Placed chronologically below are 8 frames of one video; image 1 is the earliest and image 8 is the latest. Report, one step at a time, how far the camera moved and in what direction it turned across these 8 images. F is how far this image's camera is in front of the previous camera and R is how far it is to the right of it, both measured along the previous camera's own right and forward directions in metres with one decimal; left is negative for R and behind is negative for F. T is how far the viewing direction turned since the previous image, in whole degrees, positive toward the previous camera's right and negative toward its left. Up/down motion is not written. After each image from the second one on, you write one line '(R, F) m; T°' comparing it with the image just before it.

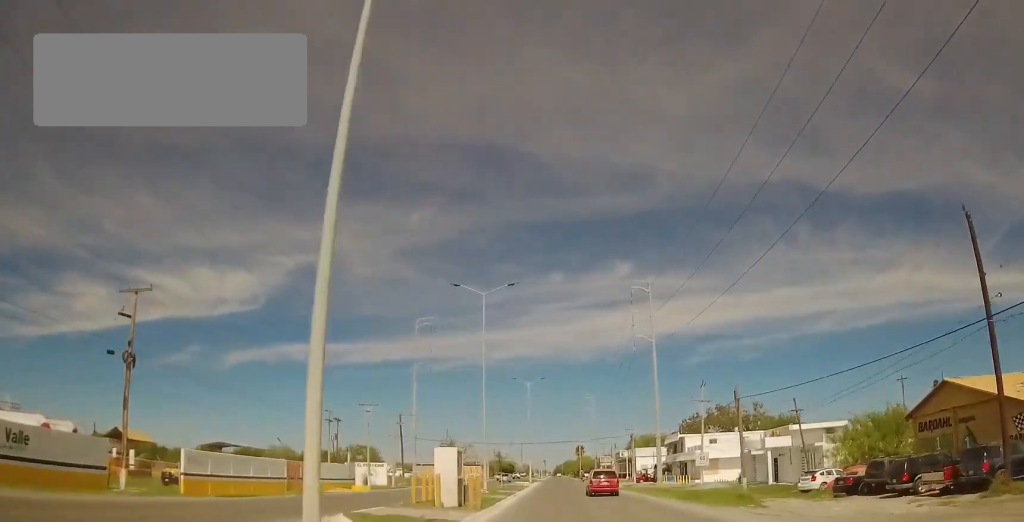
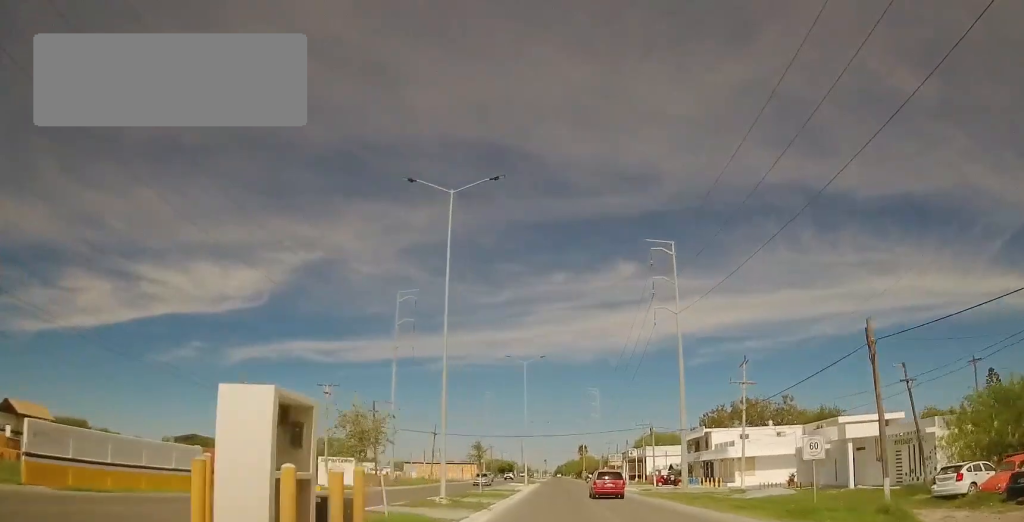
(+0.3, +14.5) m; 0°
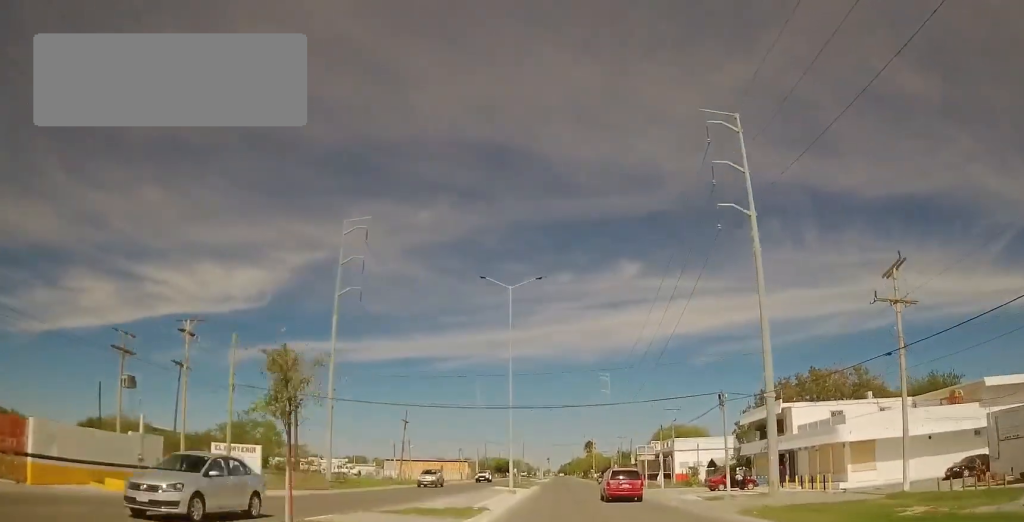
(-0.5, +25.4) m; -1°
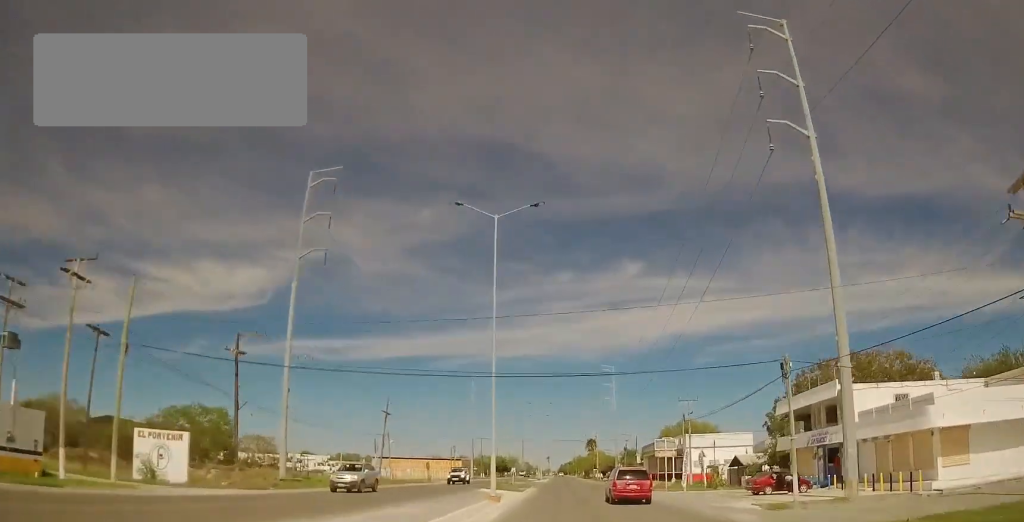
(-0.1, +10.7) m; +1°
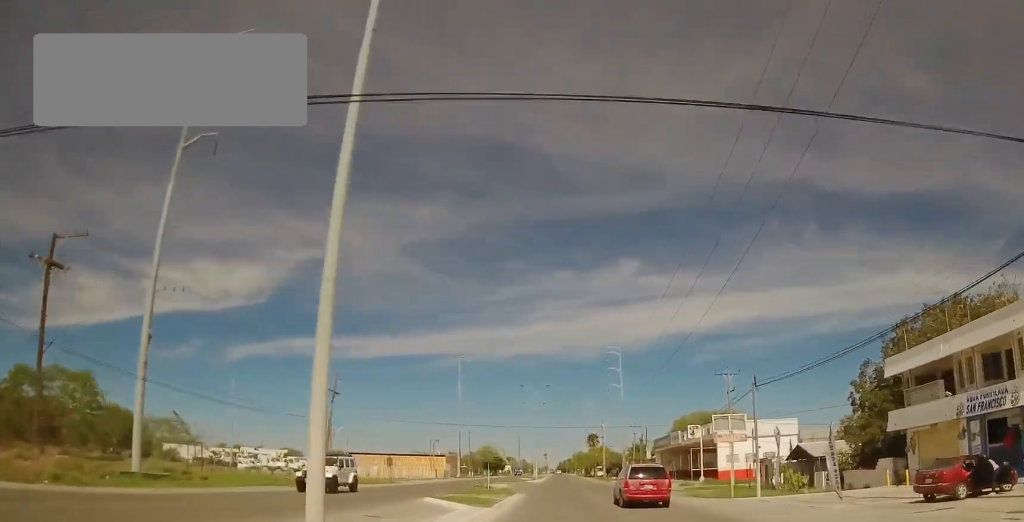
(+0.4, +19.5) m; 0°
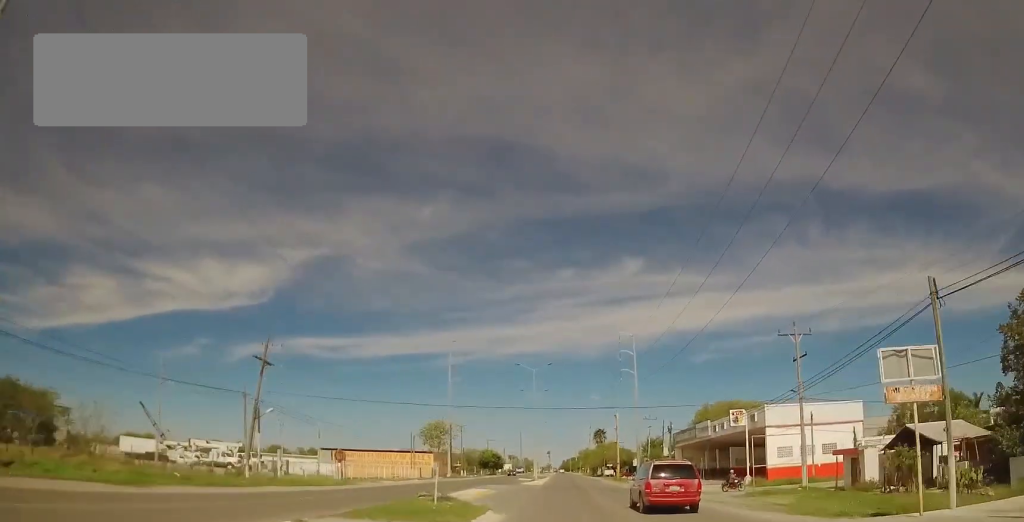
(-0.2, +17.3) m; -1°
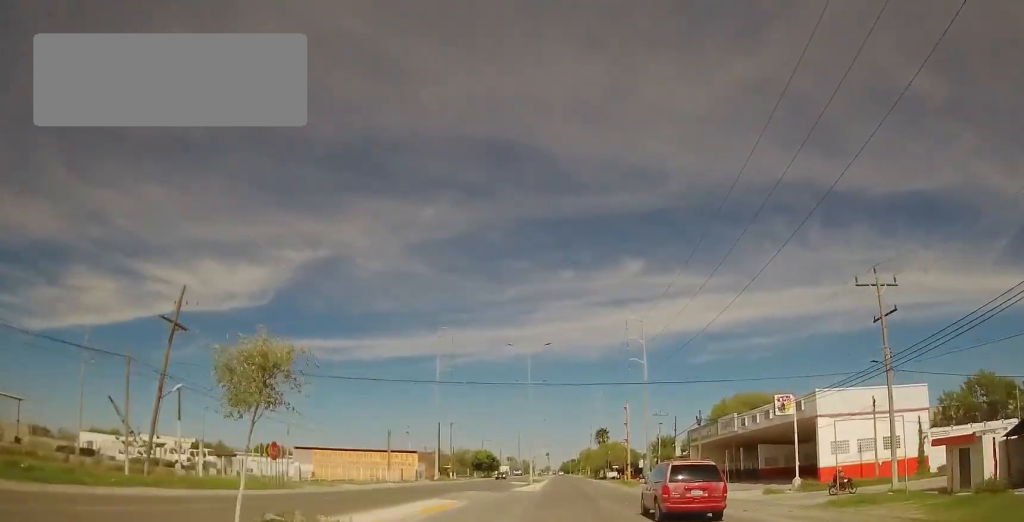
(-0.1, +12.7) m; 0°
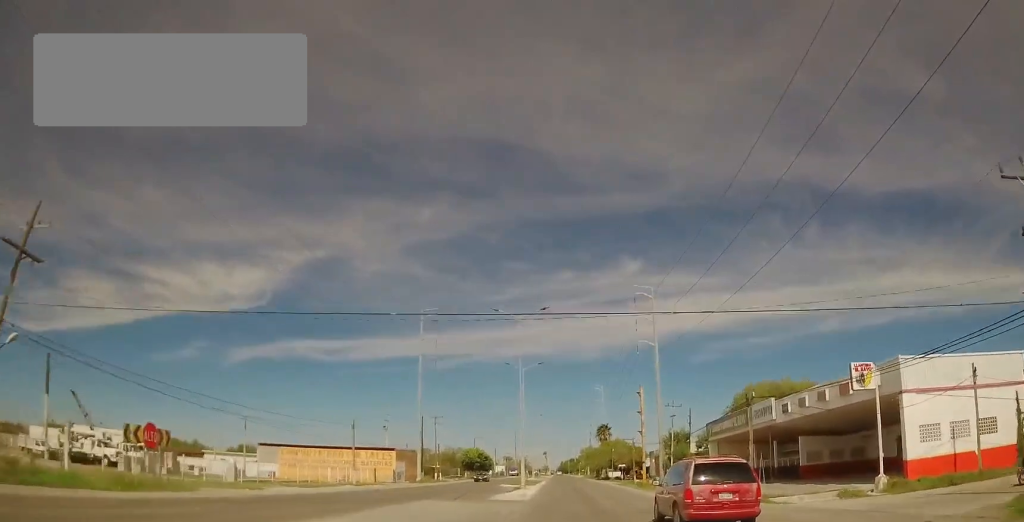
(-0.1, +13.4) m; +1°
